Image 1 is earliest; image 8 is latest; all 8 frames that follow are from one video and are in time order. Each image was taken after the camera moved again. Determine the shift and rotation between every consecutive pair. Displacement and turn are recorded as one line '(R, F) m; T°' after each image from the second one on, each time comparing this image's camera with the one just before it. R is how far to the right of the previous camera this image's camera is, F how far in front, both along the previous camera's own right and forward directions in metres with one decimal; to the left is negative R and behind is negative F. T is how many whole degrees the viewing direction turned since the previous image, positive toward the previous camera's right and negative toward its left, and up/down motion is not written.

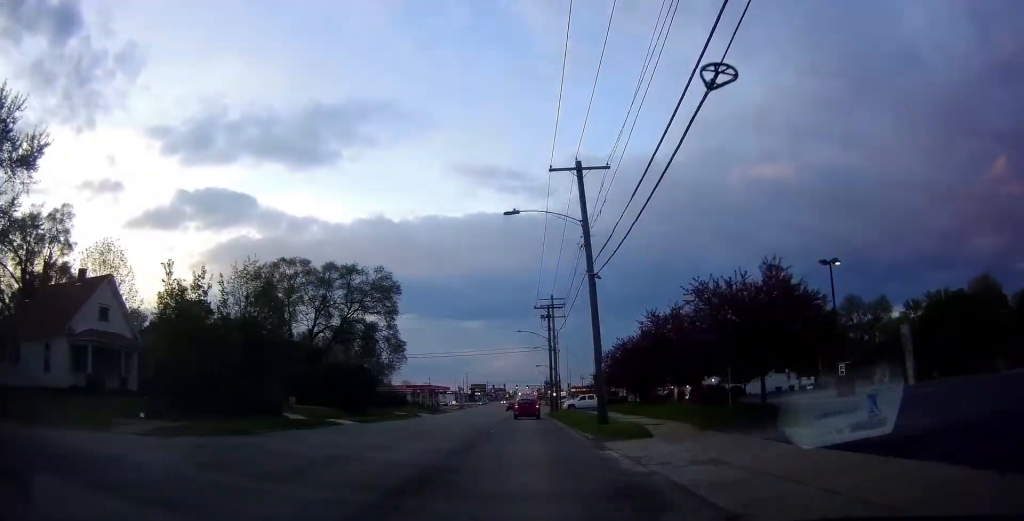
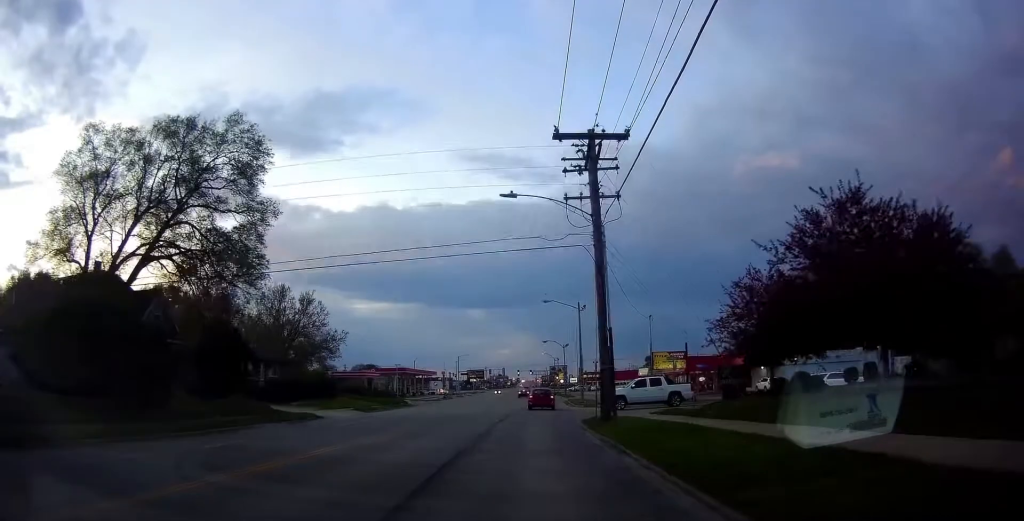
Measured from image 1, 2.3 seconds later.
(0.0, +32.8) m; 0°
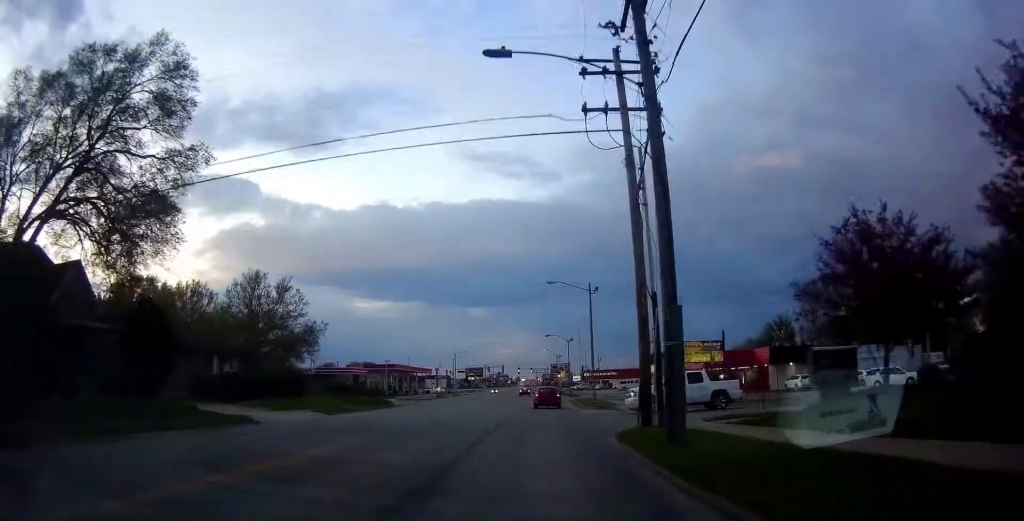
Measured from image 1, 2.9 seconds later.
(0.0, +8.0) m; 0°
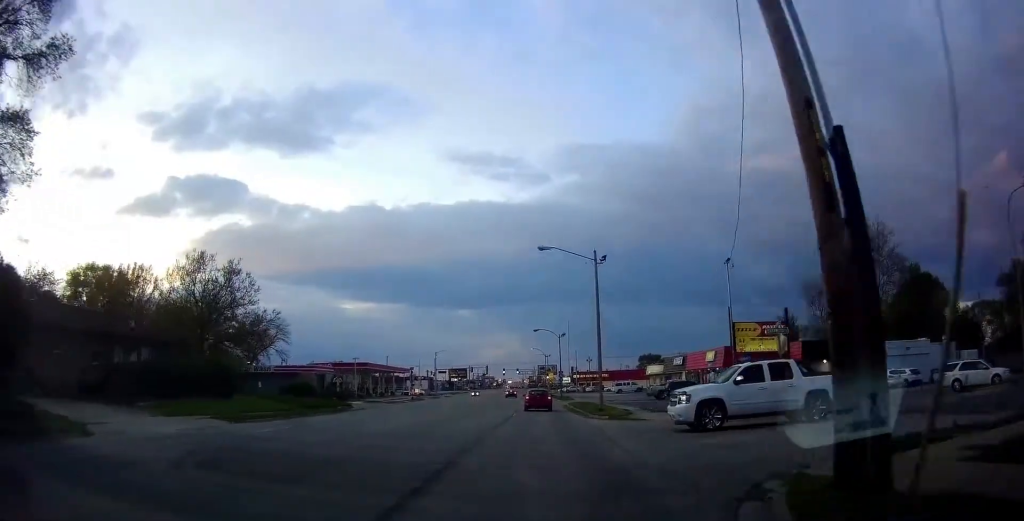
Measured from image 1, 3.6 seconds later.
(0.0, +10.4) m; 0°
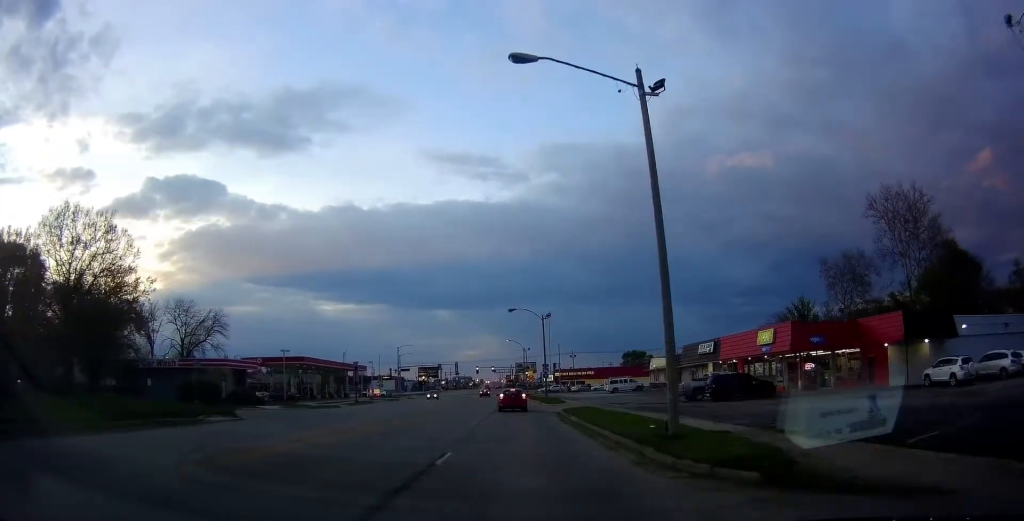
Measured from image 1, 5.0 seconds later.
(+0.5, +19.6) m; +3°
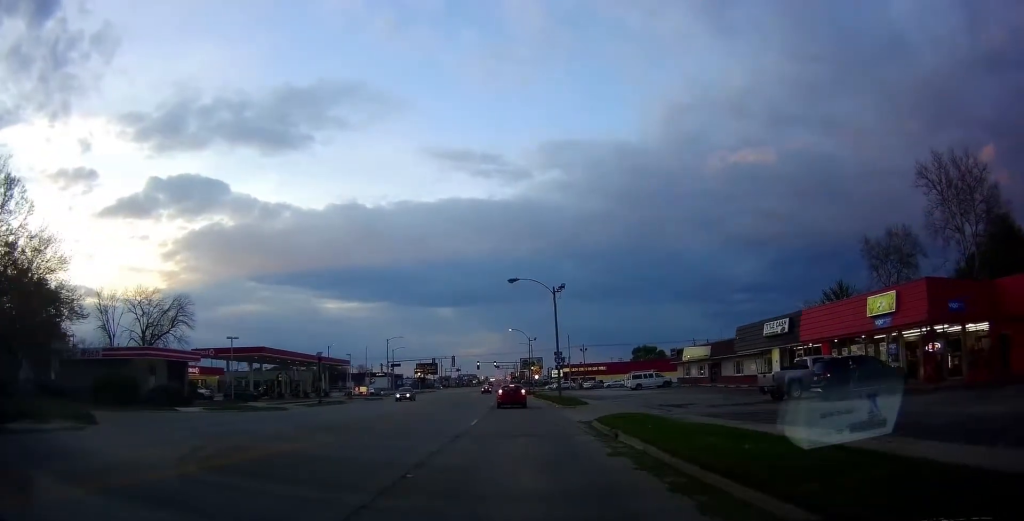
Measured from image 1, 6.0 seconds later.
(+0.4, +13.7) m; 0°
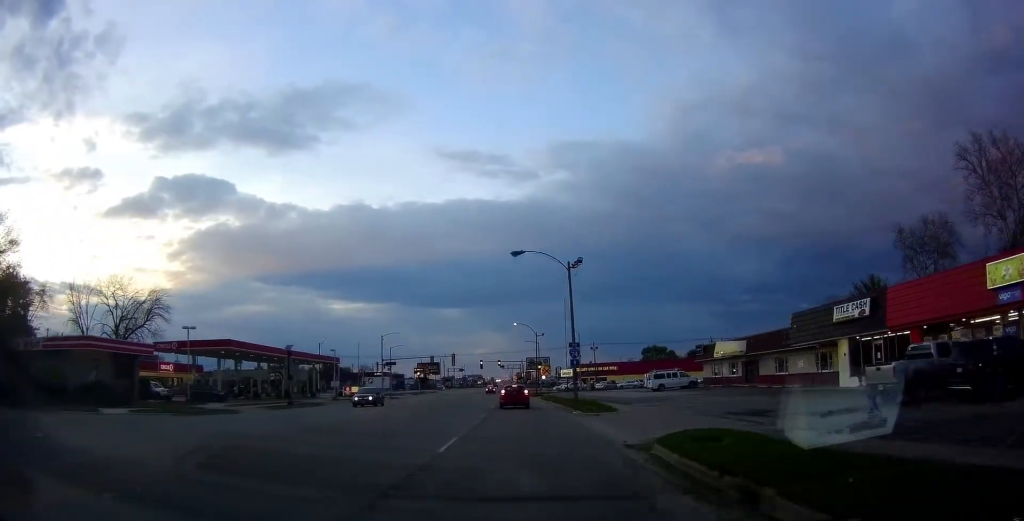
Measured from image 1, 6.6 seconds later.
(-0.5, +9.1) m; -1°
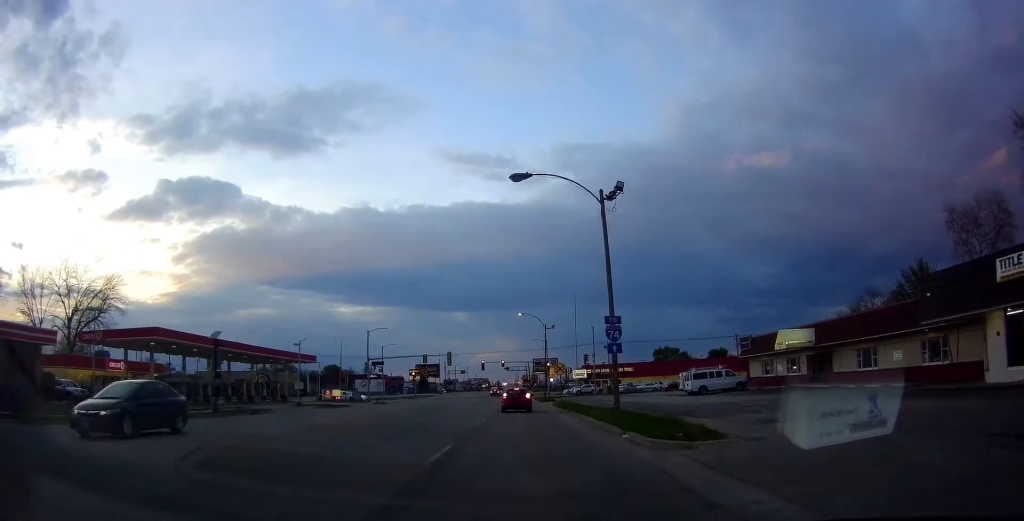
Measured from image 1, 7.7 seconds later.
(+0.3, +13.7) m; 0°
